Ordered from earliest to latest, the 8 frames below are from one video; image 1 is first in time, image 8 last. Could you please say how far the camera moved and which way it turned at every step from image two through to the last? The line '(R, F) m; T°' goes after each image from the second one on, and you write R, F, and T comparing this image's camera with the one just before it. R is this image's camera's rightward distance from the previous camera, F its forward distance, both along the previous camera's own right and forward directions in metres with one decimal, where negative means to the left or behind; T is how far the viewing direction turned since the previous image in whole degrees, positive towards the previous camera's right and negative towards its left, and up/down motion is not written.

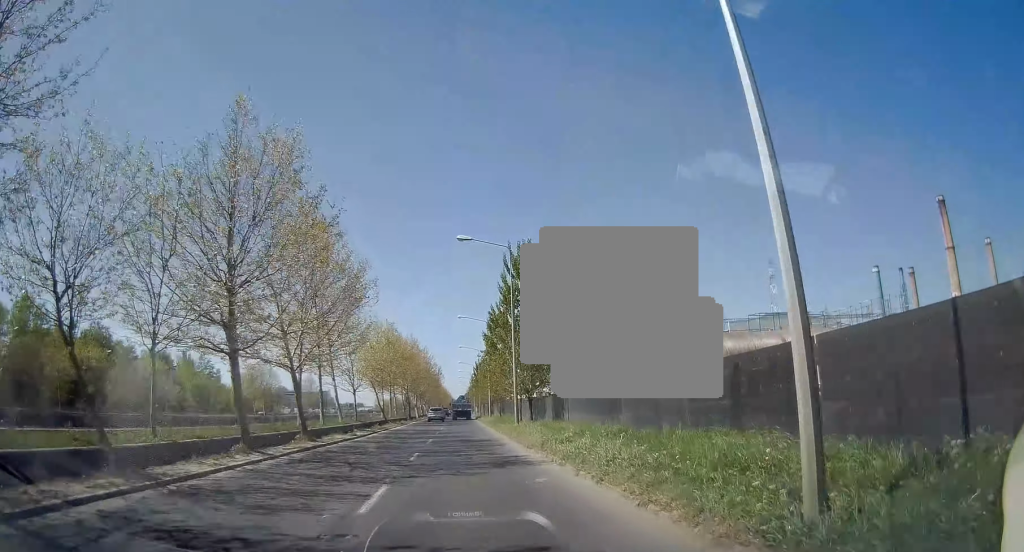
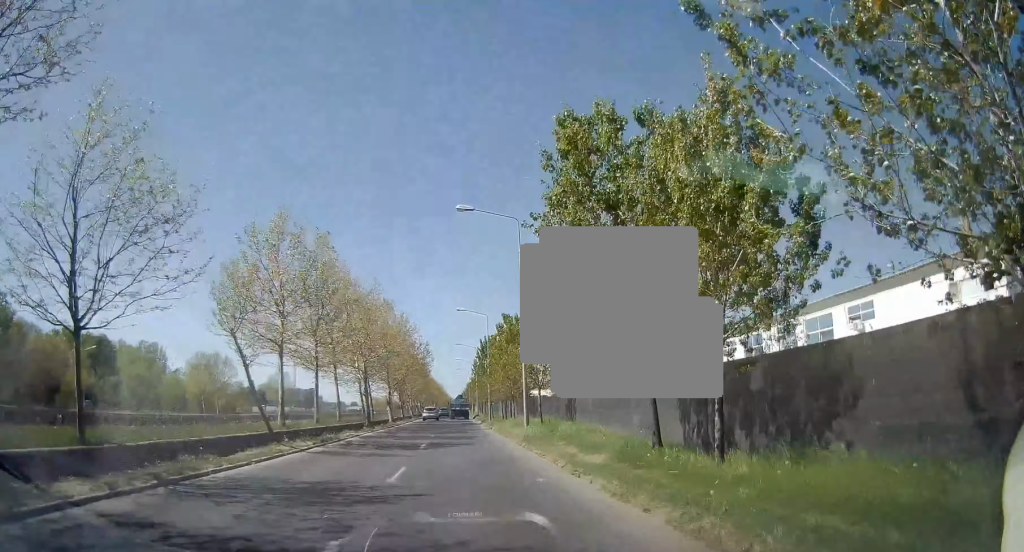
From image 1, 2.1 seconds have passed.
(-0.2, +31.1) m; -1°
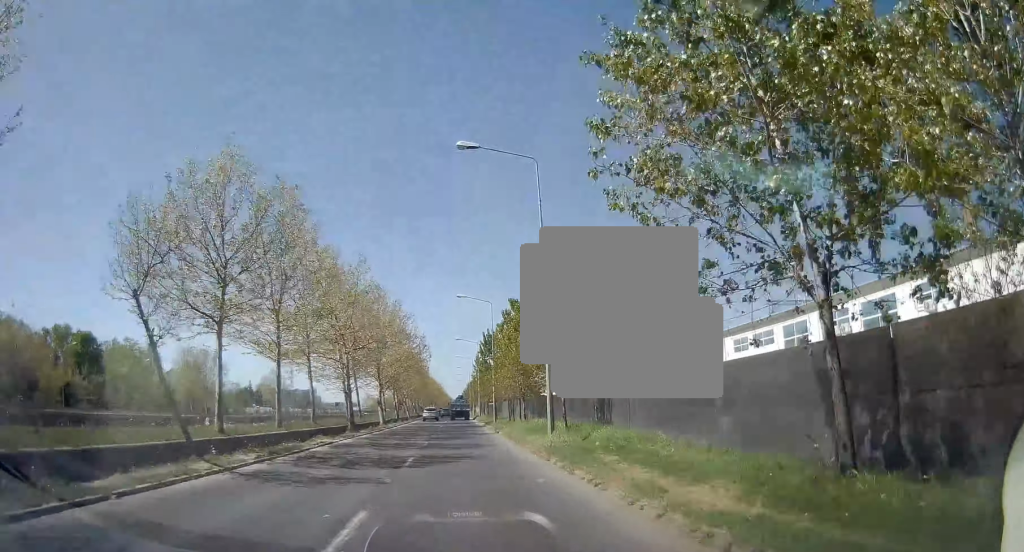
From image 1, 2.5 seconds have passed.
(-0.2, +6.5) m; 0°
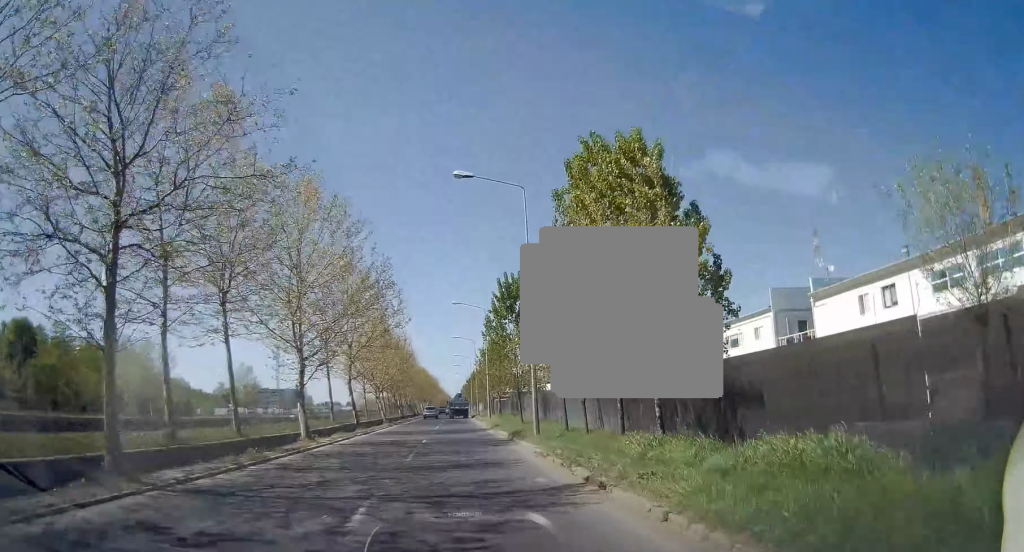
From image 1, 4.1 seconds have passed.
(+0.2, +24.5) m; +1°
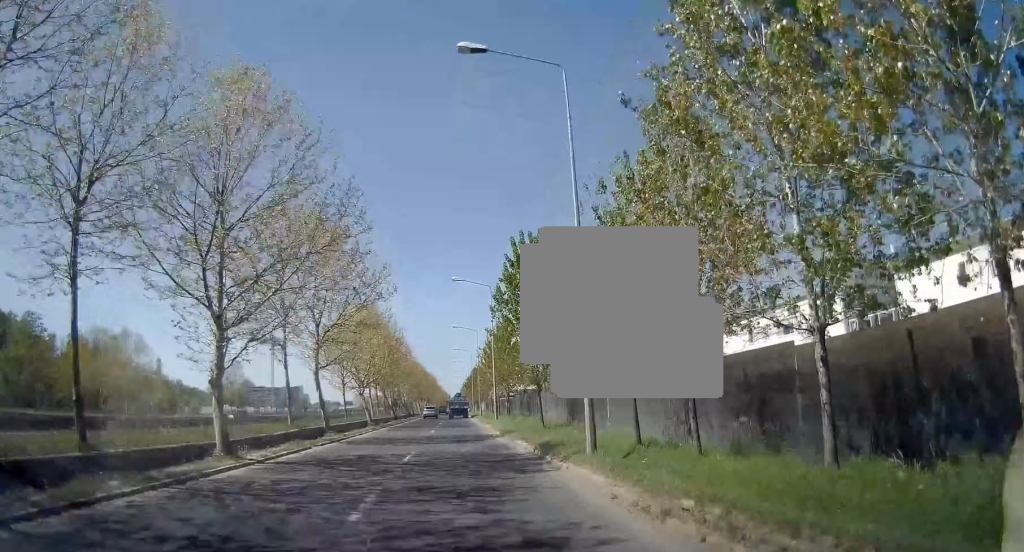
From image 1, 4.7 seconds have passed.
(0.0, +8.9) m; 0°
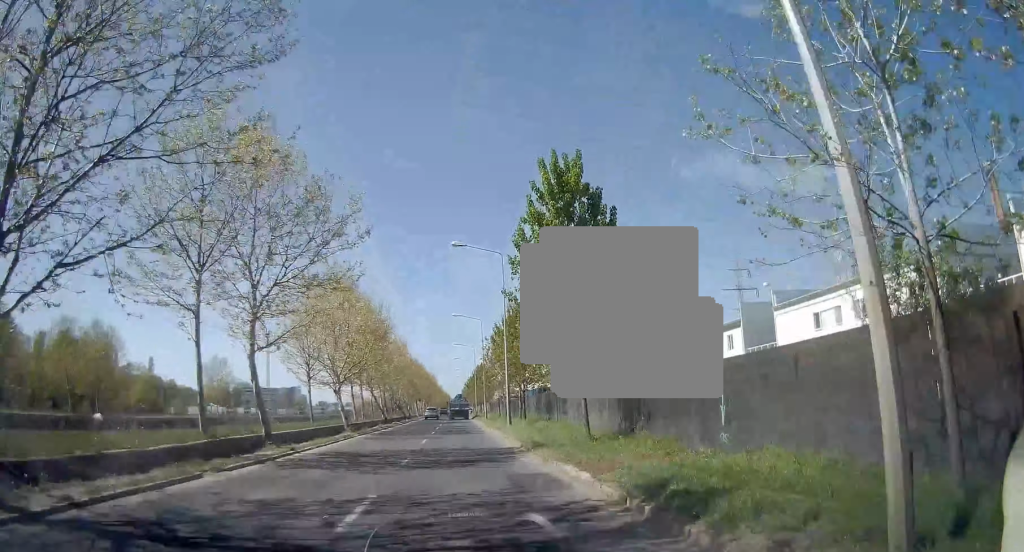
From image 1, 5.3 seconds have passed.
(0.0, +9.4) m; 0°
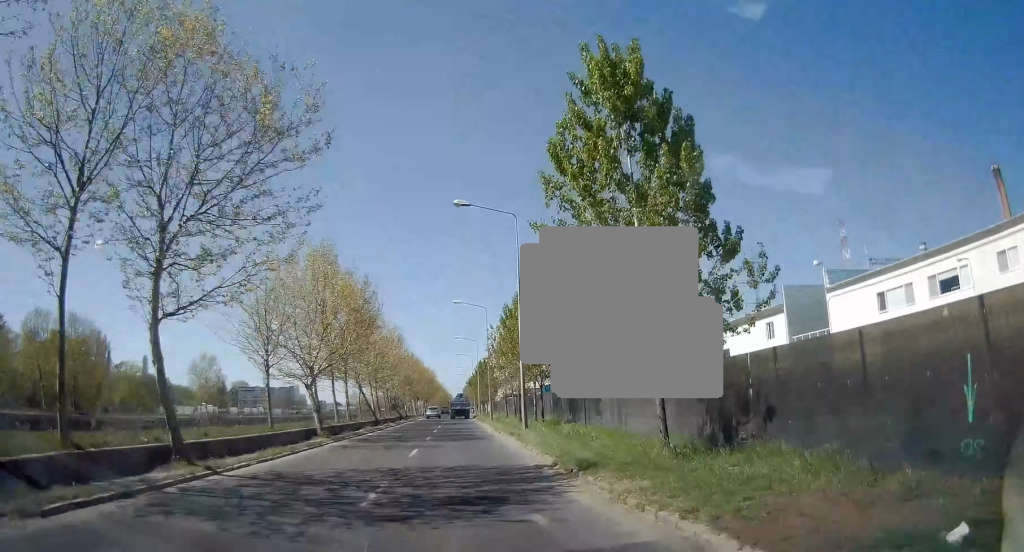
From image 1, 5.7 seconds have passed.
(0.0, +6.8) m; 0°
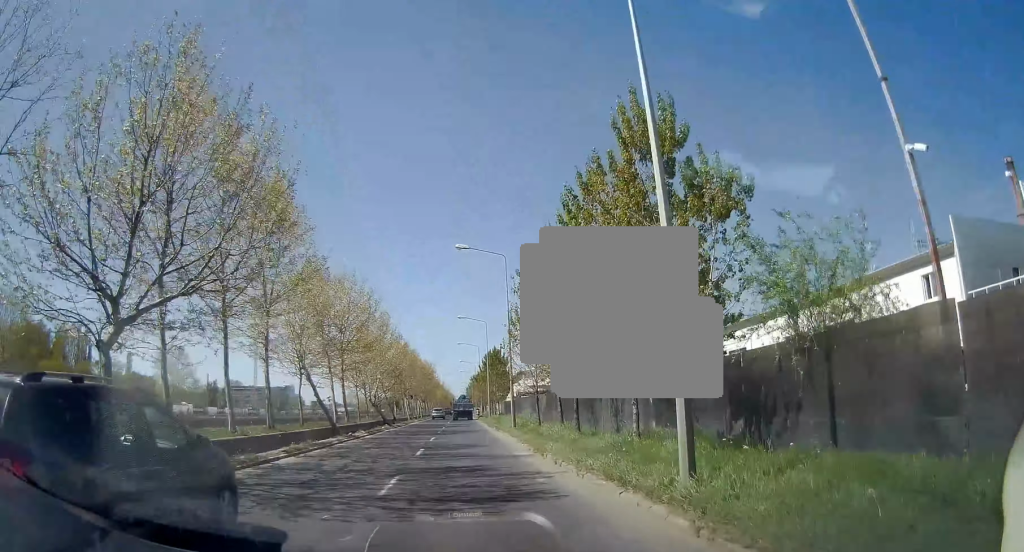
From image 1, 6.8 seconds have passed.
(0.0, +17.4) m; 0°
